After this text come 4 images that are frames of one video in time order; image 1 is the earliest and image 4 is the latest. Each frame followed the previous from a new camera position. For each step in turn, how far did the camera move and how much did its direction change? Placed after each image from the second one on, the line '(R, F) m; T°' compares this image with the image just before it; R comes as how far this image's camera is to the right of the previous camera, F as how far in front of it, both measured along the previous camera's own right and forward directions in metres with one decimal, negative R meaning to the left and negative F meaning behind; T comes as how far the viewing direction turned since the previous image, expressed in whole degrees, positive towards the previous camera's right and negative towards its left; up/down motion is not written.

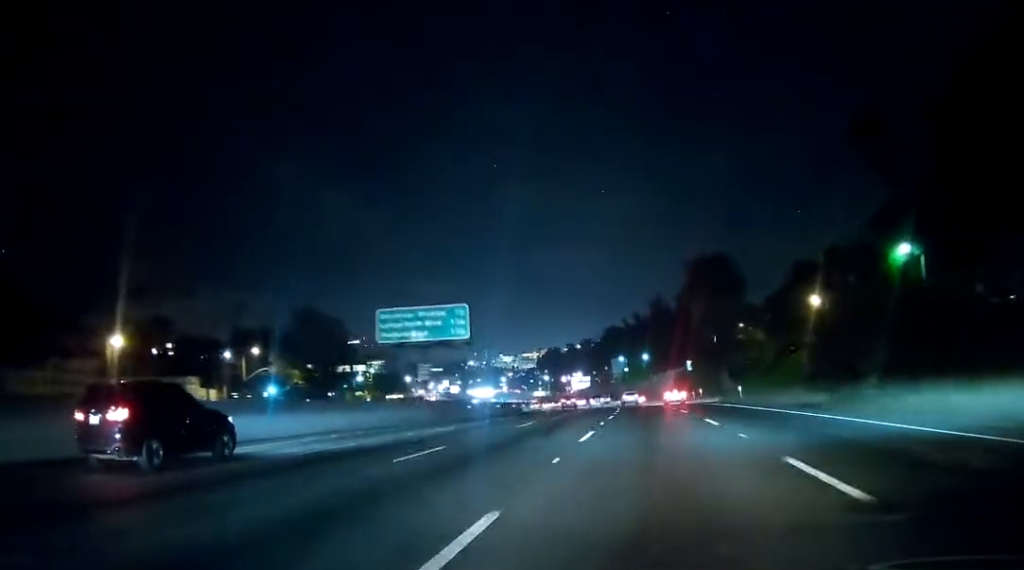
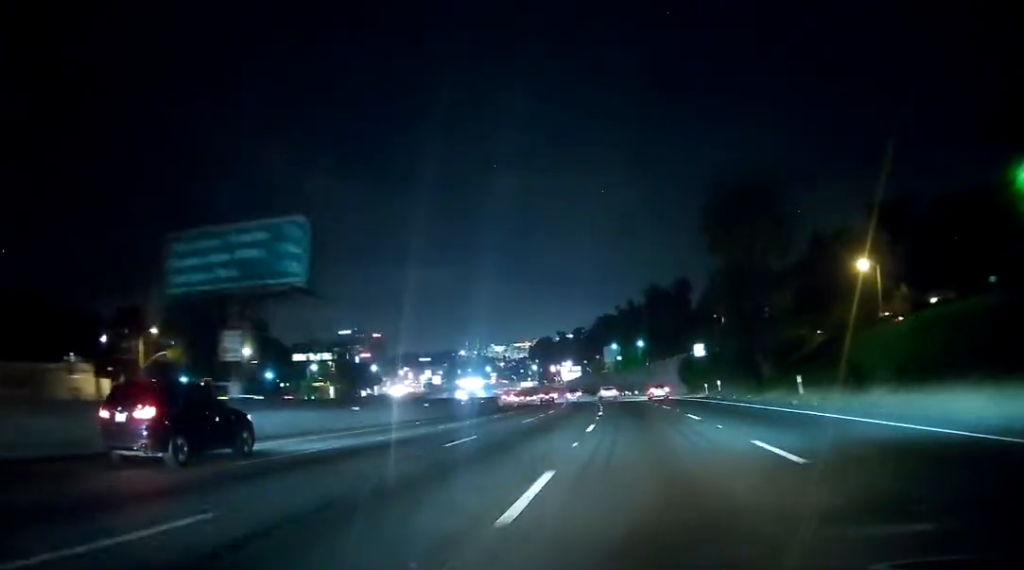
(0.0, +26.2) m; -1°
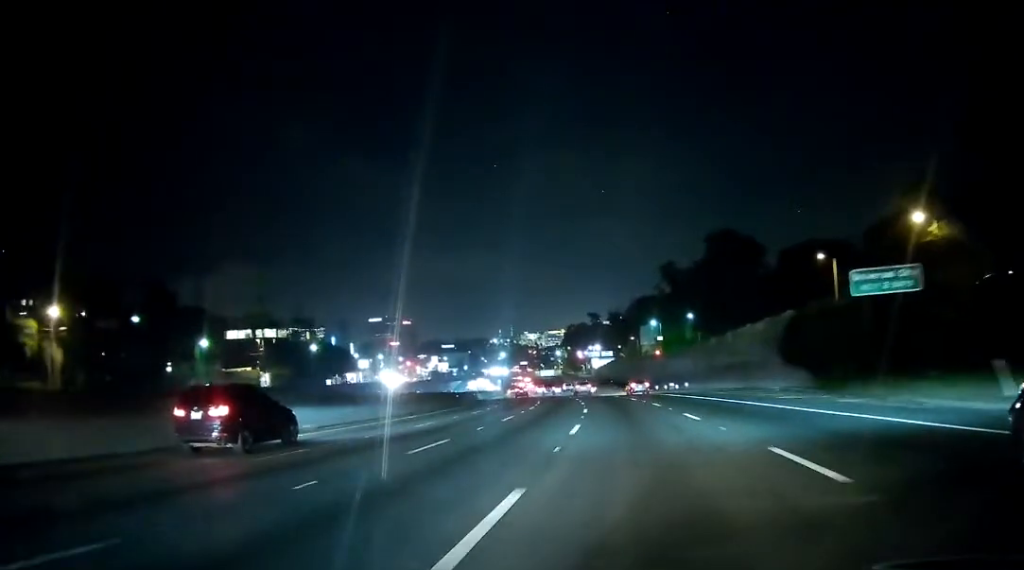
(-0.5, +60.9) m; -2°
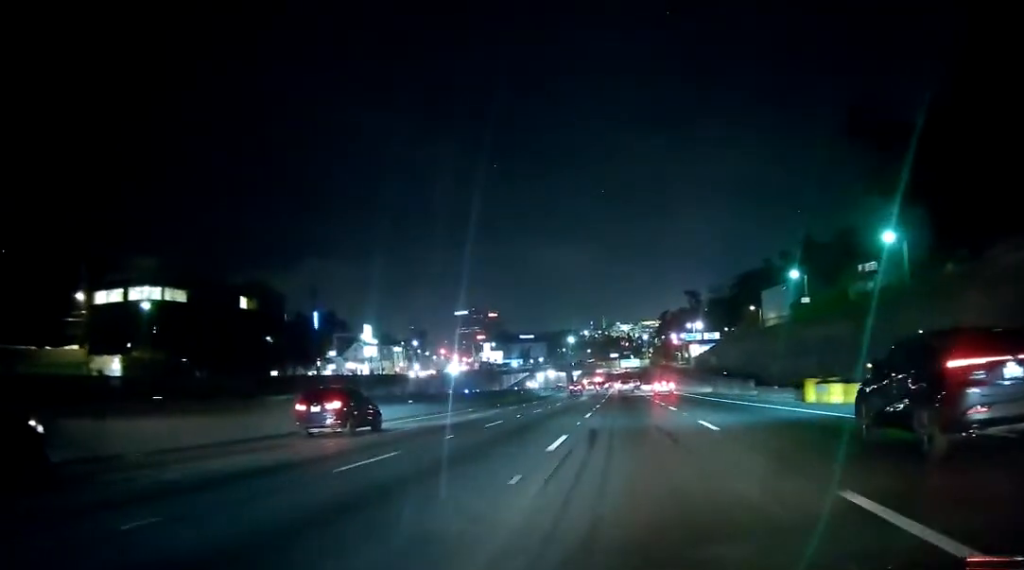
(-5.2, +78.4) m; -7°
